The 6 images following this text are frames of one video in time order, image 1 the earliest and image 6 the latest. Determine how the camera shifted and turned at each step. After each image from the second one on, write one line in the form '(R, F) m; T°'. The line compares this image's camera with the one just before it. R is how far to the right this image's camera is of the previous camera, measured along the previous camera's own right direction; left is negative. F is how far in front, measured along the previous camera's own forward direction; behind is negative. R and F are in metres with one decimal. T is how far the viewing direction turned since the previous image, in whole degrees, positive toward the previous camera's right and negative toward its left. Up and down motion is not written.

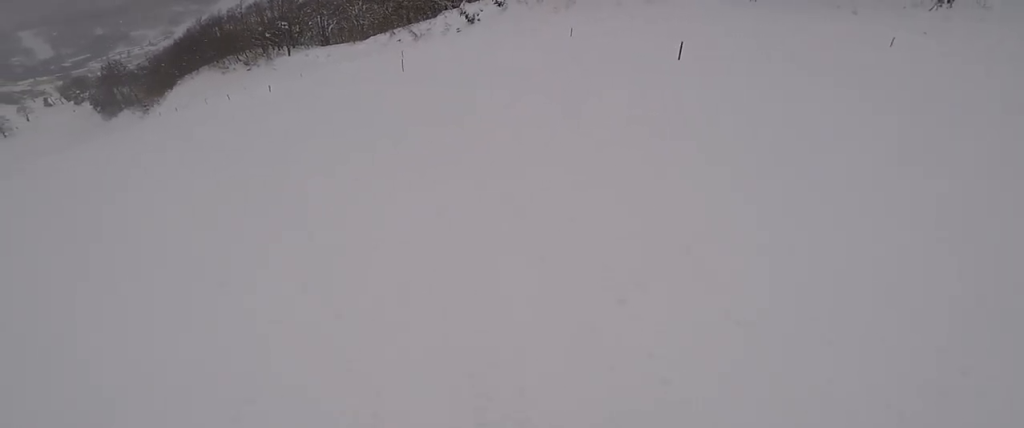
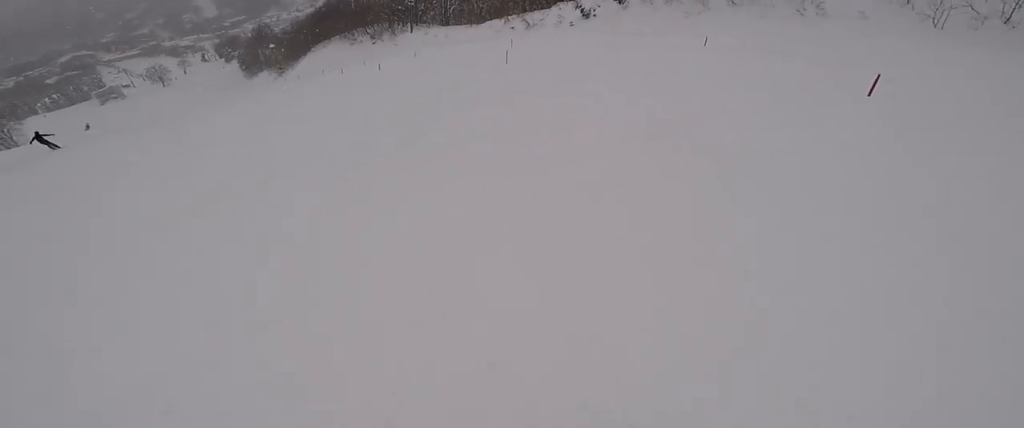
(-0.3, +1.9) m; -14°
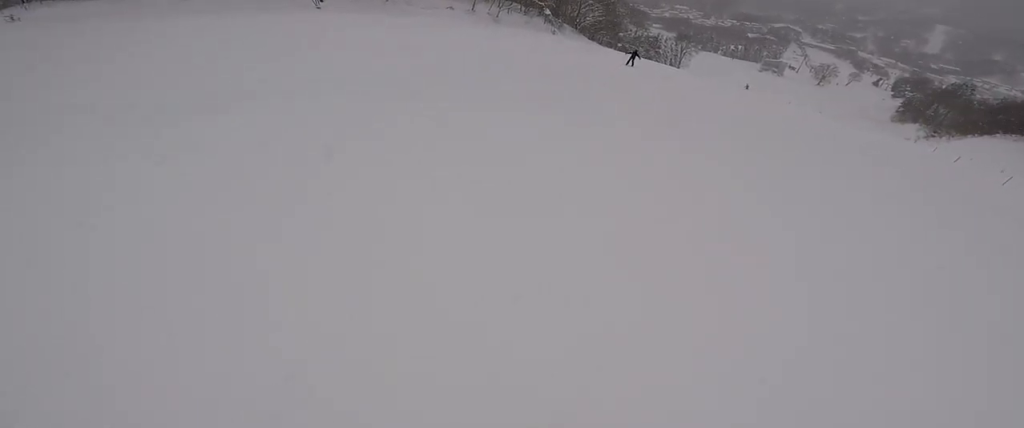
(-3.6, +8.7) m; -38°
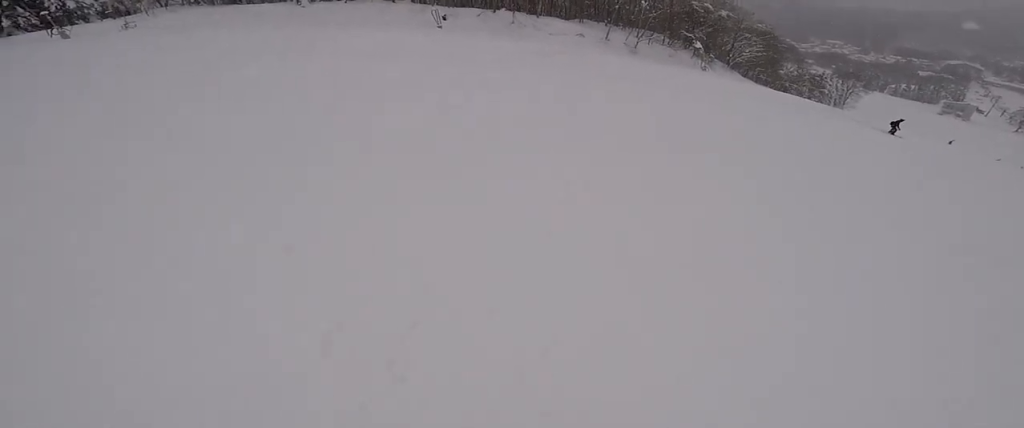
(-1.4, +9.8) m; -8°
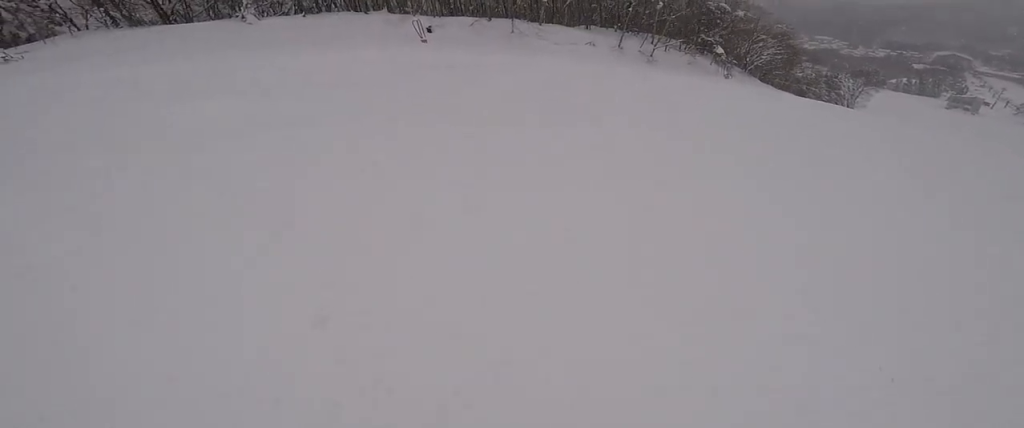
(+0.8, +7.9) m; +19°
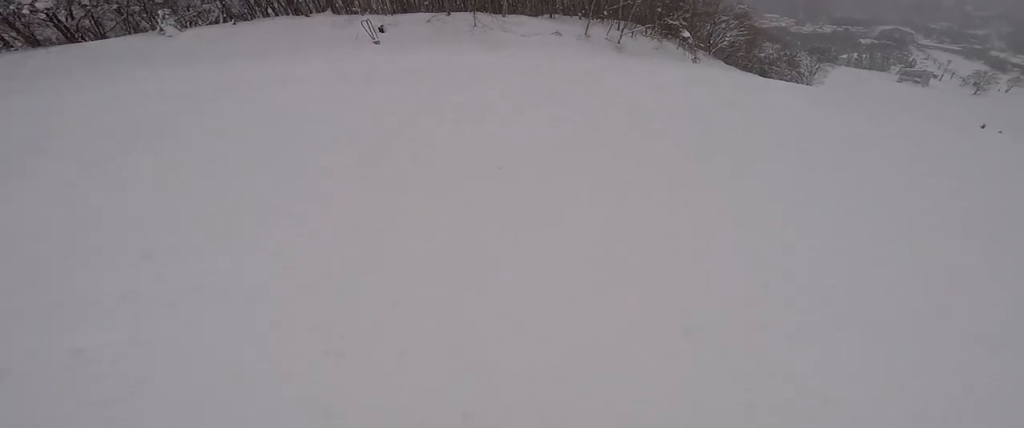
(+0.1, +2.4) m; +11°
